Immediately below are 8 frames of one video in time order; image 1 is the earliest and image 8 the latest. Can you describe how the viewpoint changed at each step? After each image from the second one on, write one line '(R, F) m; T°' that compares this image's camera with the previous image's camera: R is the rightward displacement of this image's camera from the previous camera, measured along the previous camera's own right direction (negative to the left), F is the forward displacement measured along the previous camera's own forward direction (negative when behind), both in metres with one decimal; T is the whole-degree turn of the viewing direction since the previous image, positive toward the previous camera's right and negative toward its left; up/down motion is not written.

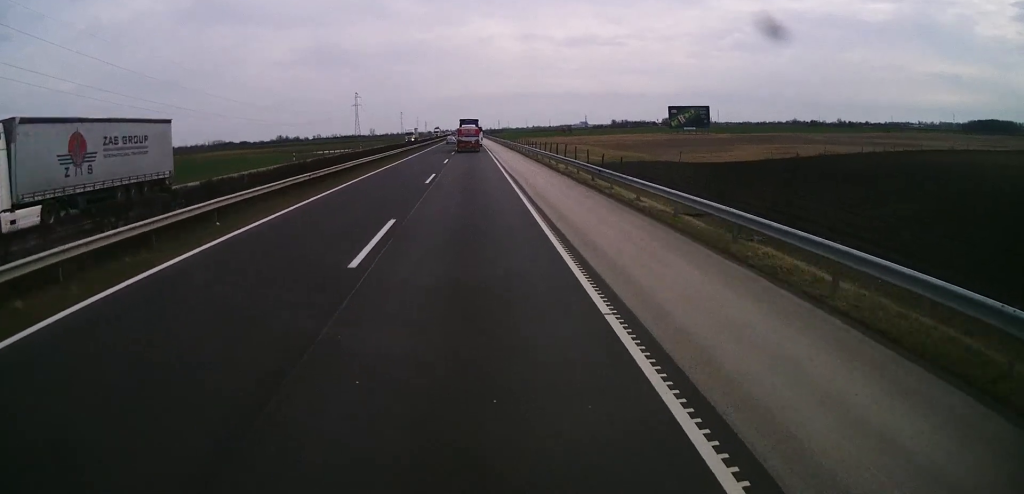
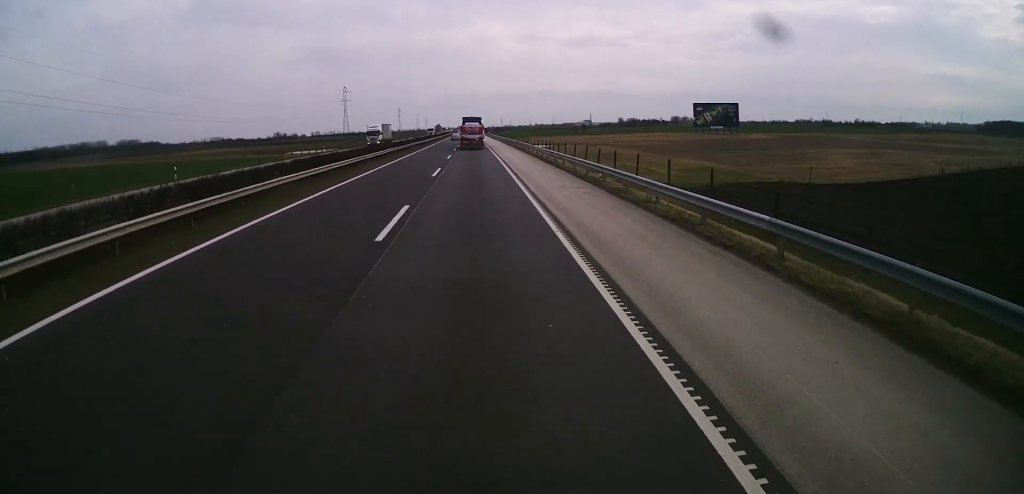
(-0.3, +34.0) m; 0°
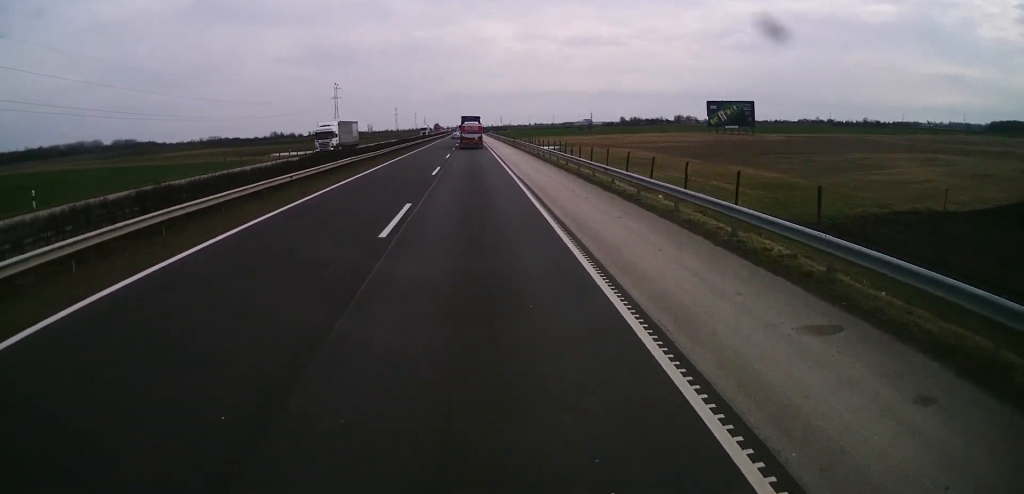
(+0.2, +17.8) m; 0°
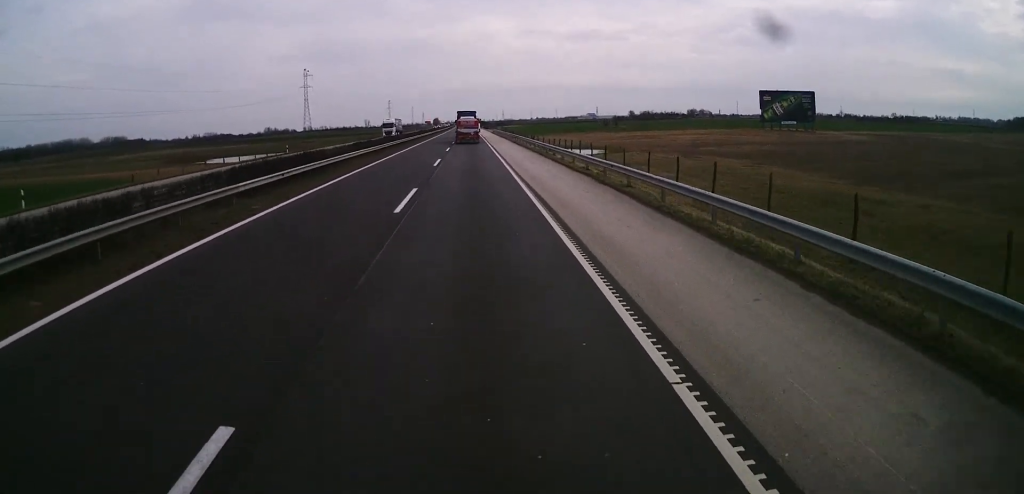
(-1.2, +51.0) m; -1°
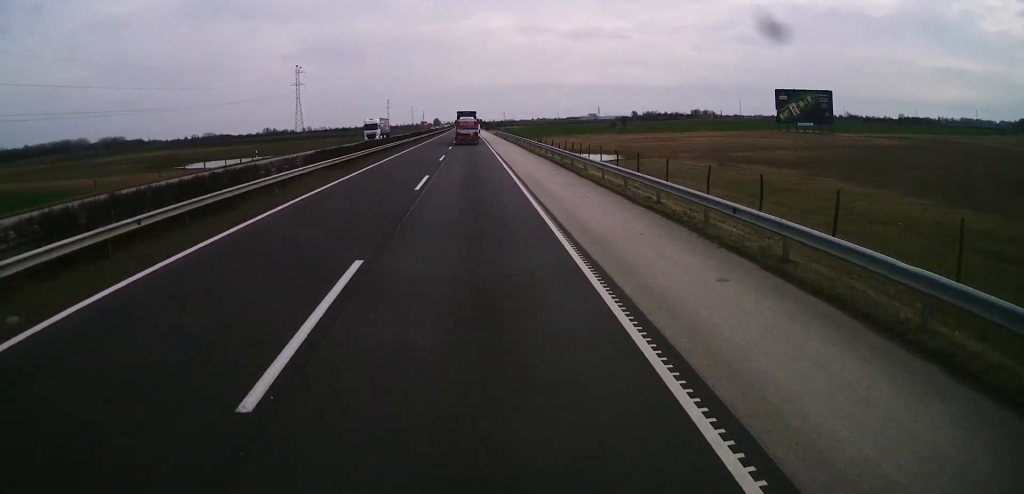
(+0.1, +11.6) m; +1°
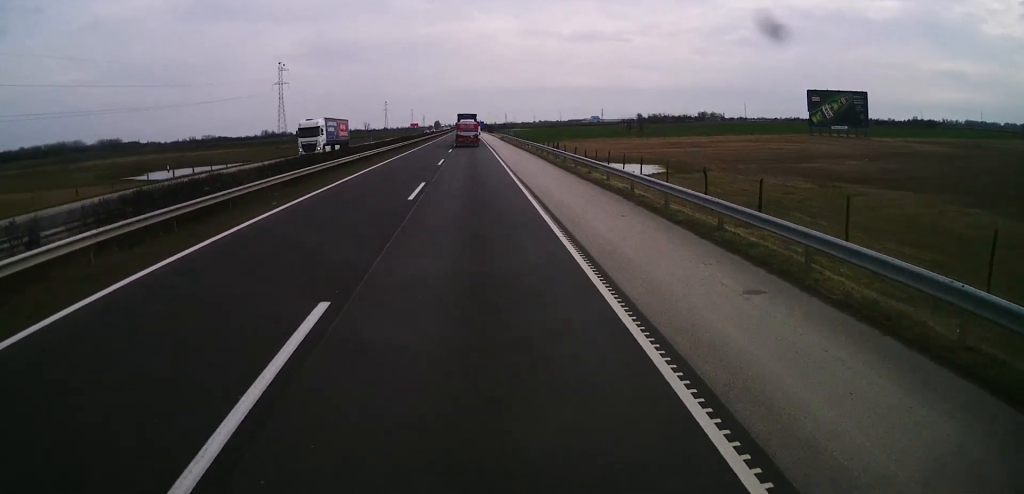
(+0.3, +20.8) m; +1°
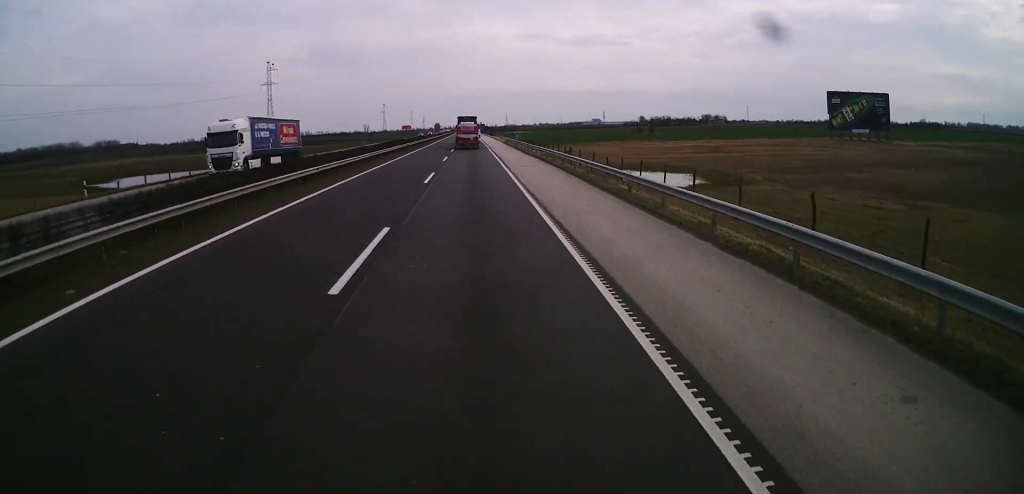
(+0.1, +11.6) m; 0°
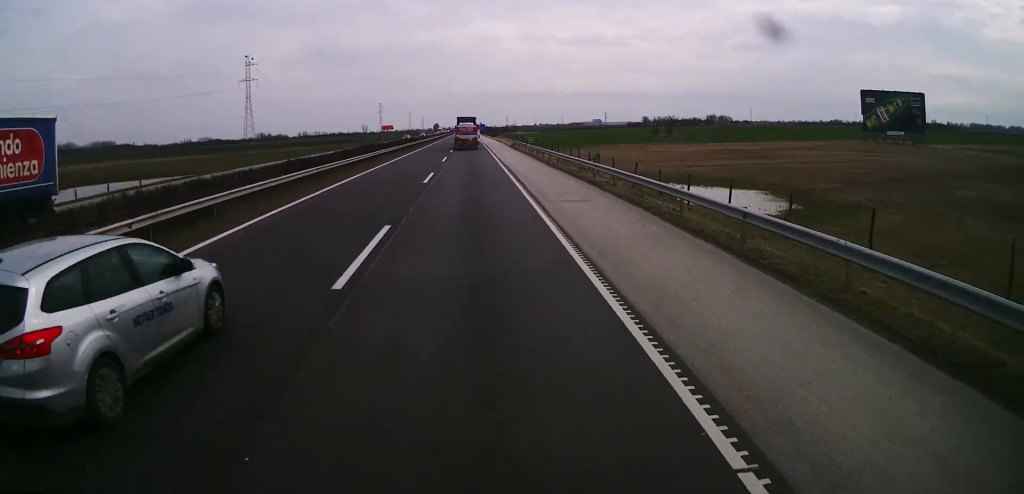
(-0.2, +17.7) m; -1°
